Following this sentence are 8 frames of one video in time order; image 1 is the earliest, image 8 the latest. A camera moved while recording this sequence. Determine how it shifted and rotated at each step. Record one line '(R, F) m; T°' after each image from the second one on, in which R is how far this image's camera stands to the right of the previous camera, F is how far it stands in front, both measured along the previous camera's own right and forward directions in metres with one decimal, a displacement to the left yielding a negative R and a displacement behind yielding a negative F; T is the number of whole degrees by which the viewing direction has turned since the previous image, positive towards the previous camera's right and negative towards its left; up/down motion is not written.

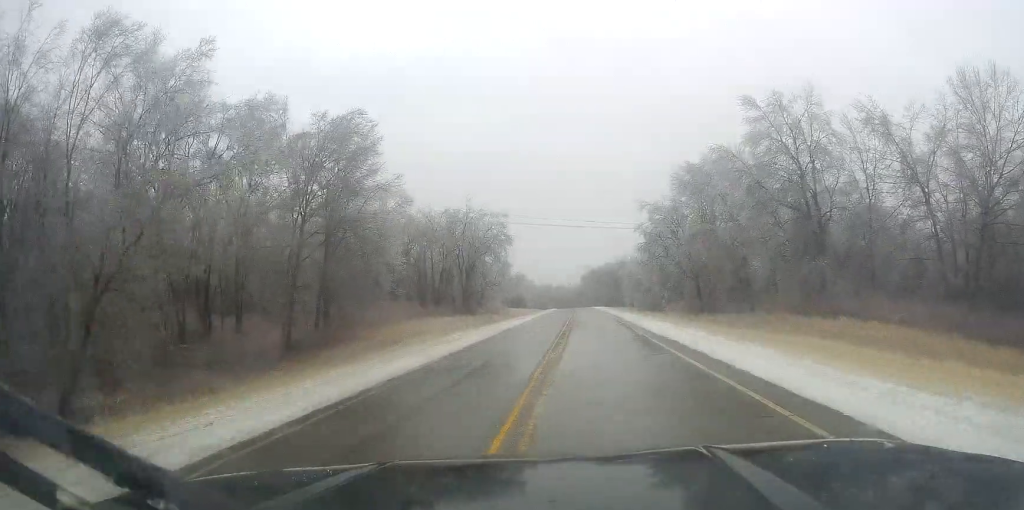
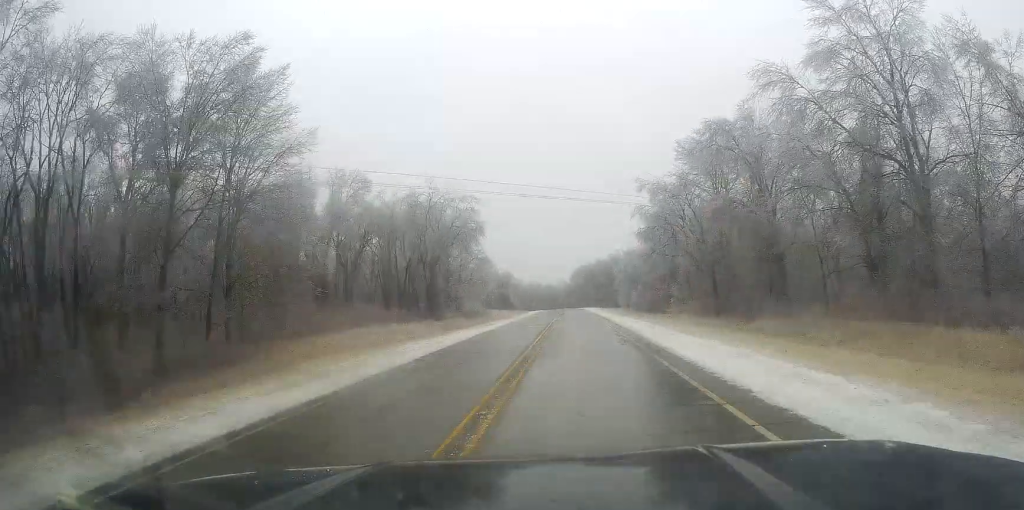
(-0.1, +16.9) m; 0°
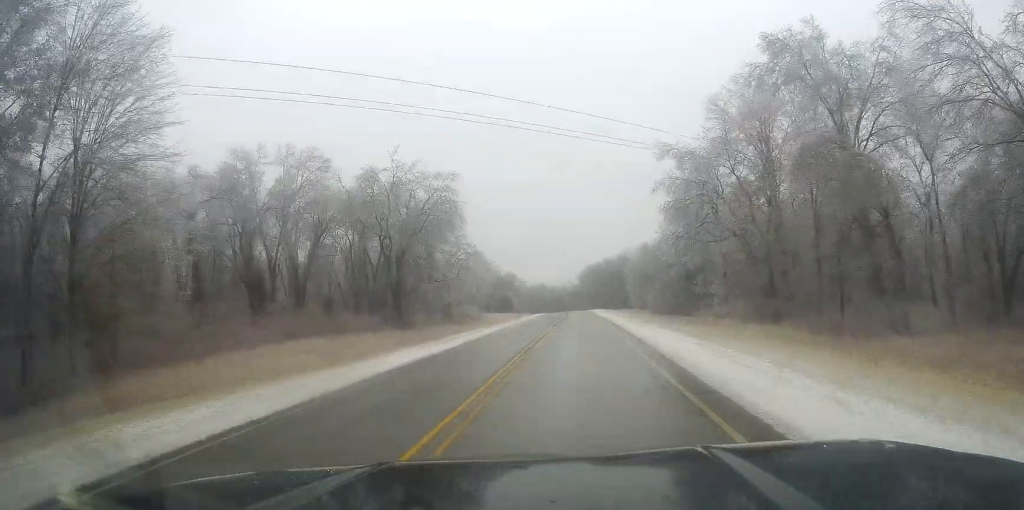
(+0.1, +18.0) m; +1°
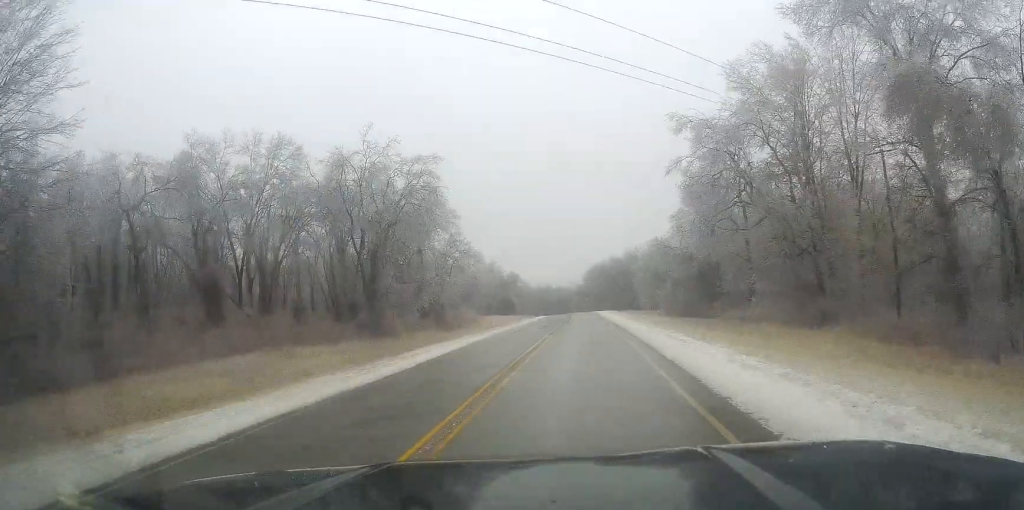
(0.0, +9.0) m; 0°
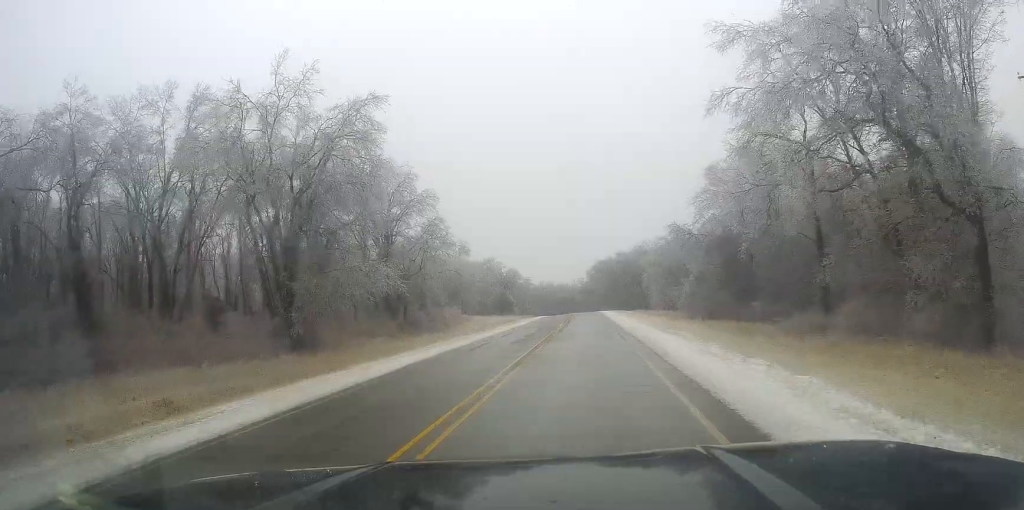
(0.0, +17.3) m; 0°
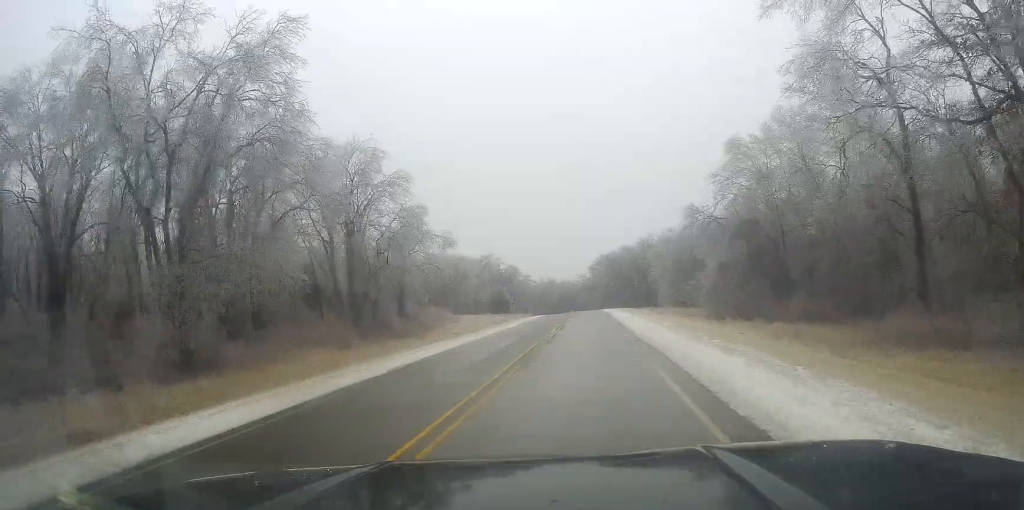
(-0.1, +12.6) m; -1°
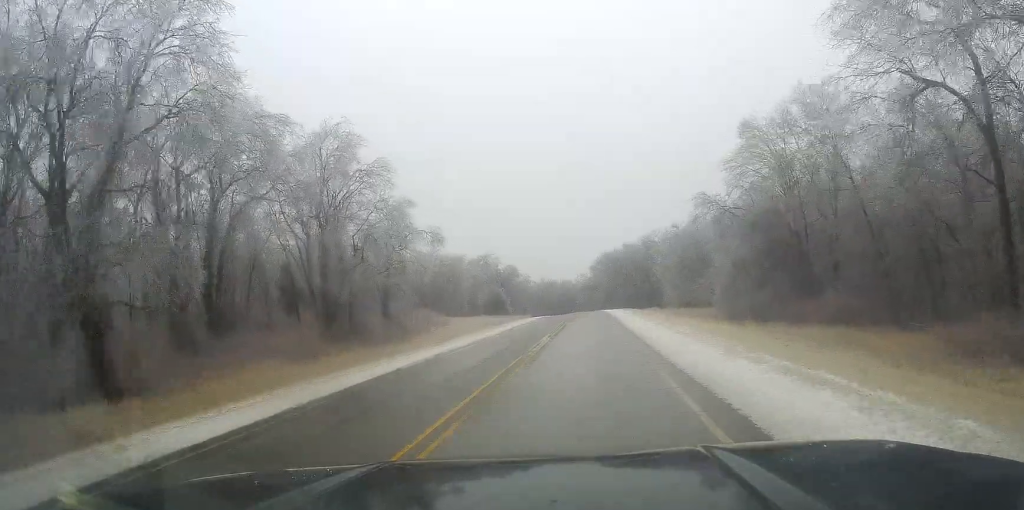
(-0.1, +6.8) m; 0°
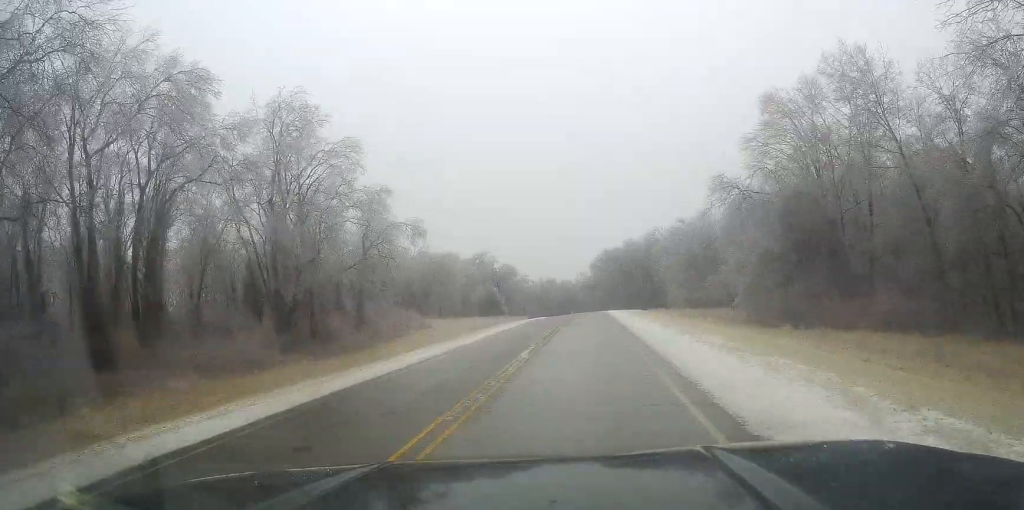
(-0.1, +8.8) m; 0°
